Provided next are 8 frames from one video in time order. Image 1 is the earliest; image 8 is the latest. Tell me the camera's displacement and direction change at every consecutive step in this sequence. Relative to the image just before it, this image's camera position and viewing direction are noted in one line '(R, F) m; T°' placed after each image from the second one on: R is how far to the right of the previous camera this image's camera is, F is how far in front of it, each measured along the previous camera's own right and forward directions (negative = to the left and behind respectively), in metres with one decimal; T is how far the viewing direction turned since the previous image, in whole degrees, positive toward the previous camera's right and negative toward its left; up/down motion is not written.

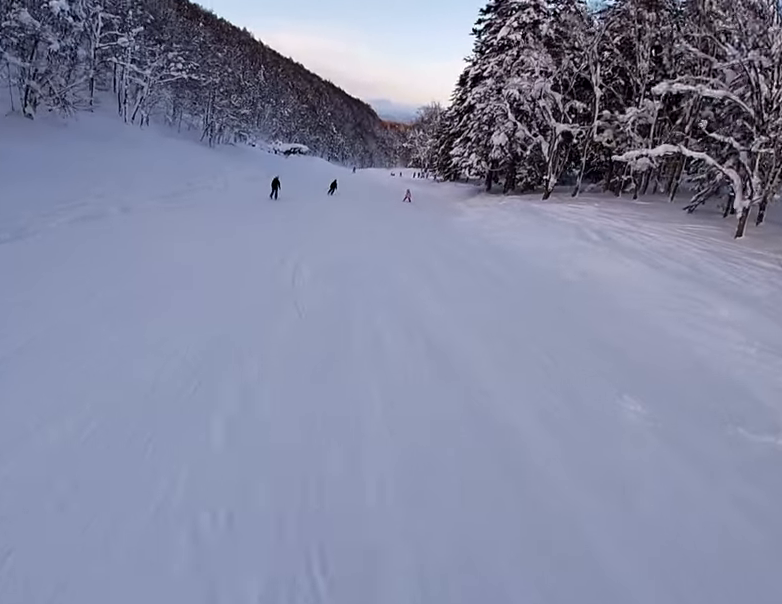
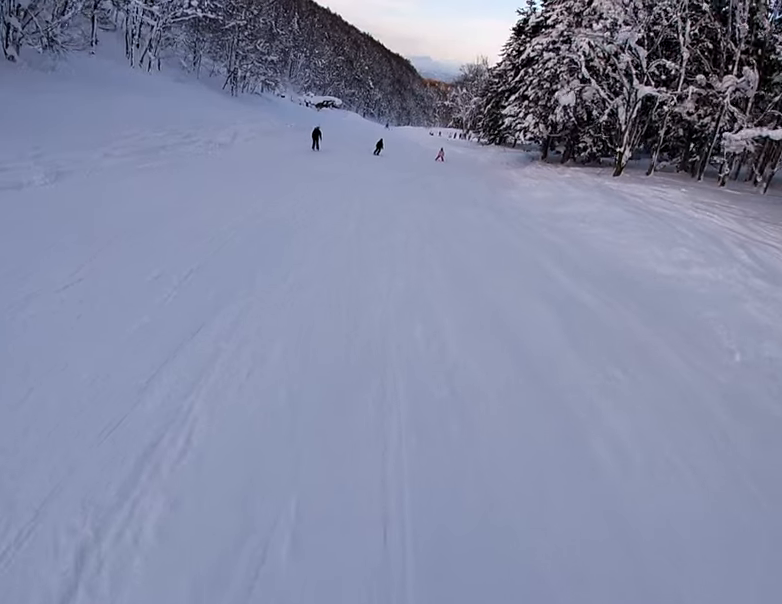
(-0.3, +6.9) m; -1°
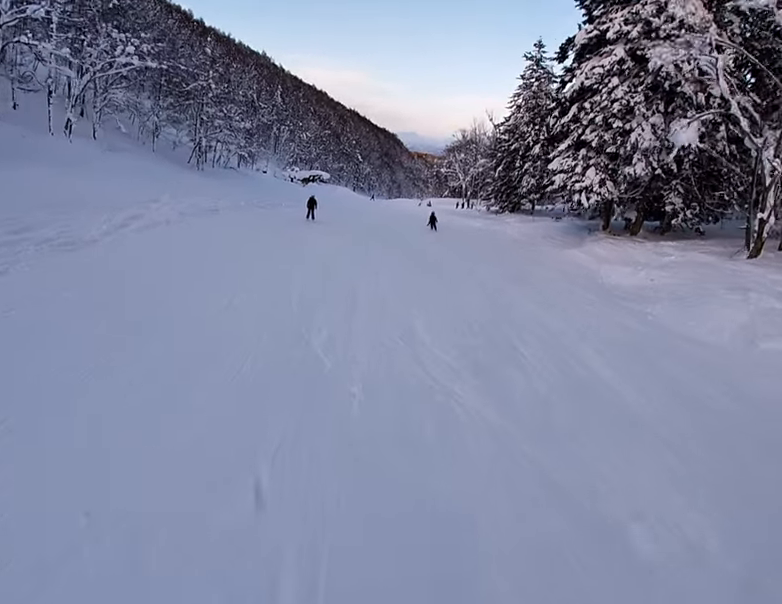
(+0.2, +16.0) m; +5°
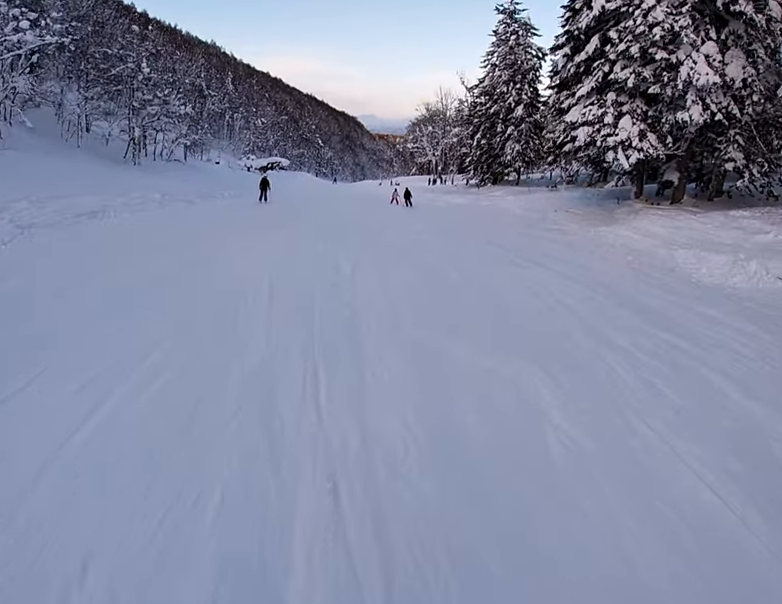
(+0.3, +8.6) m; +1°
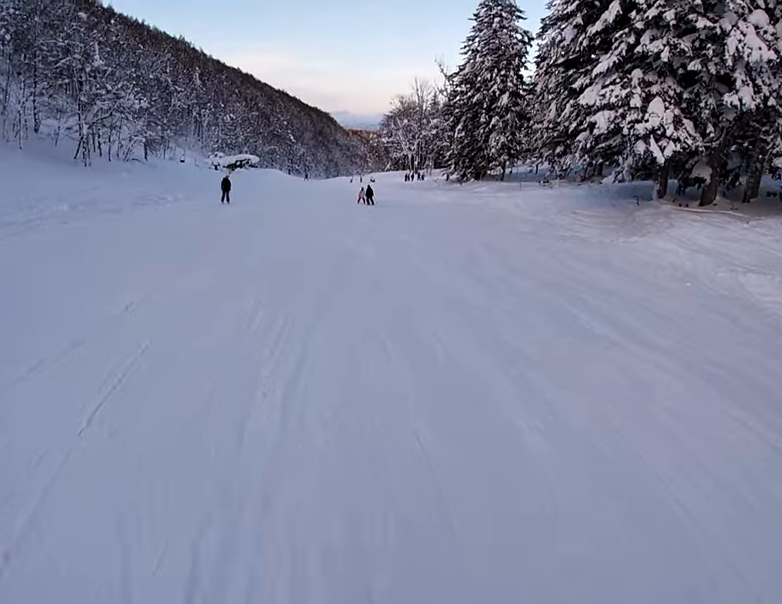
(+0.1, +5.3) m; -1°
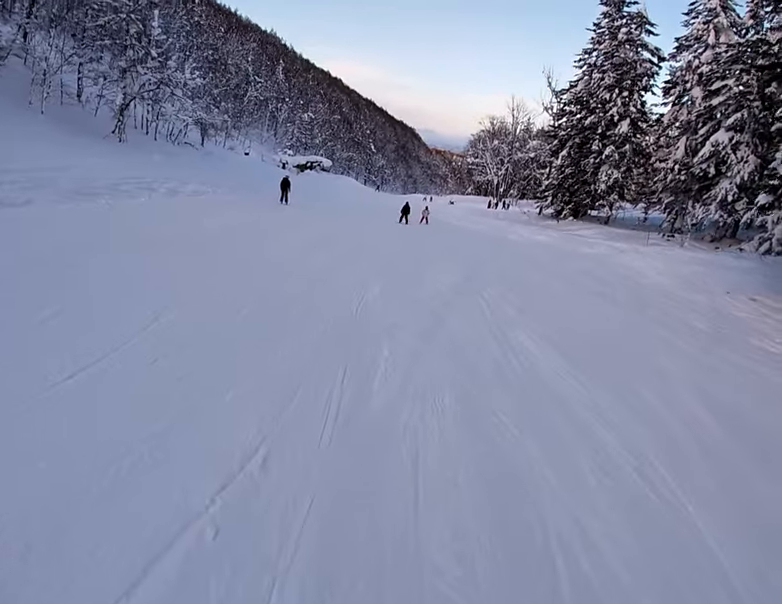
(-0.1, +9.7) m; -5°
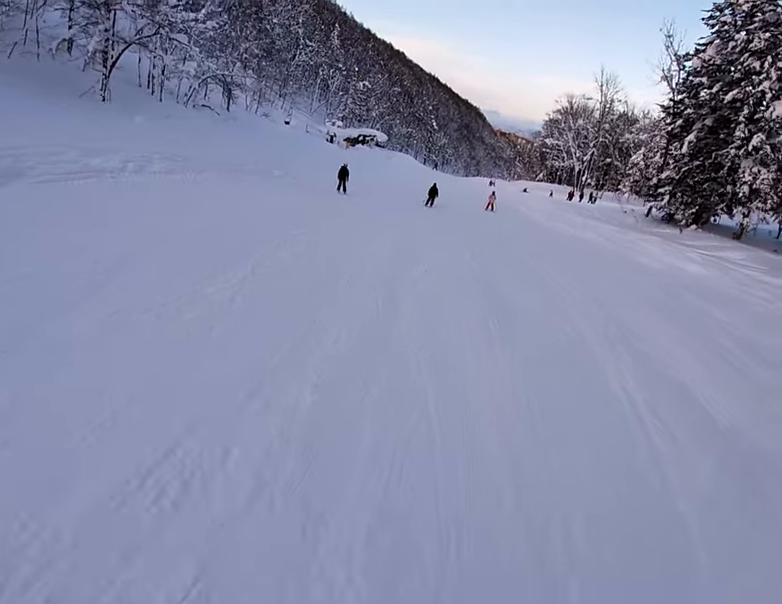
(-1.1, +12.1) m; -5°
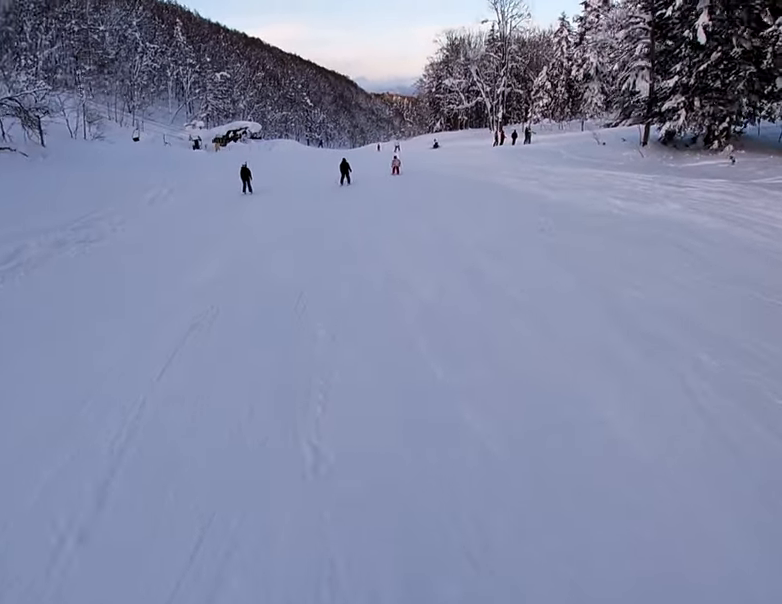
(+1.2, +15.8) m; +13°
